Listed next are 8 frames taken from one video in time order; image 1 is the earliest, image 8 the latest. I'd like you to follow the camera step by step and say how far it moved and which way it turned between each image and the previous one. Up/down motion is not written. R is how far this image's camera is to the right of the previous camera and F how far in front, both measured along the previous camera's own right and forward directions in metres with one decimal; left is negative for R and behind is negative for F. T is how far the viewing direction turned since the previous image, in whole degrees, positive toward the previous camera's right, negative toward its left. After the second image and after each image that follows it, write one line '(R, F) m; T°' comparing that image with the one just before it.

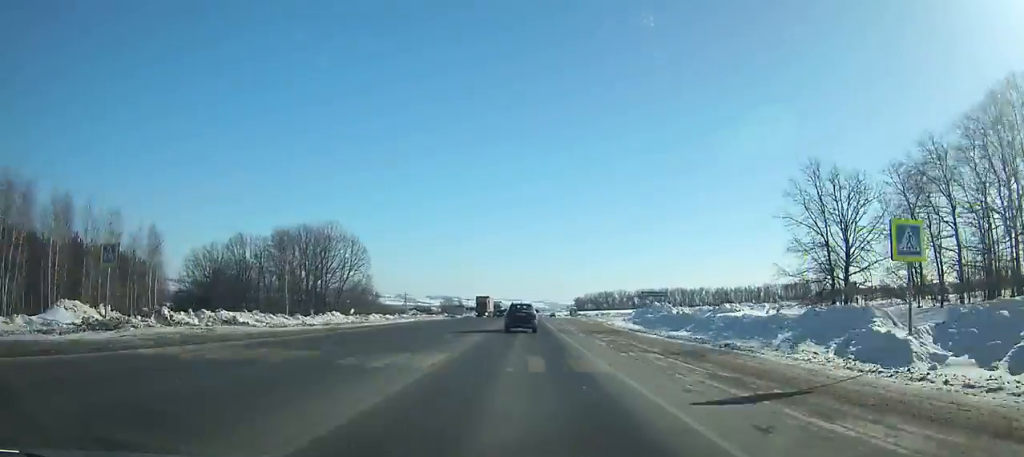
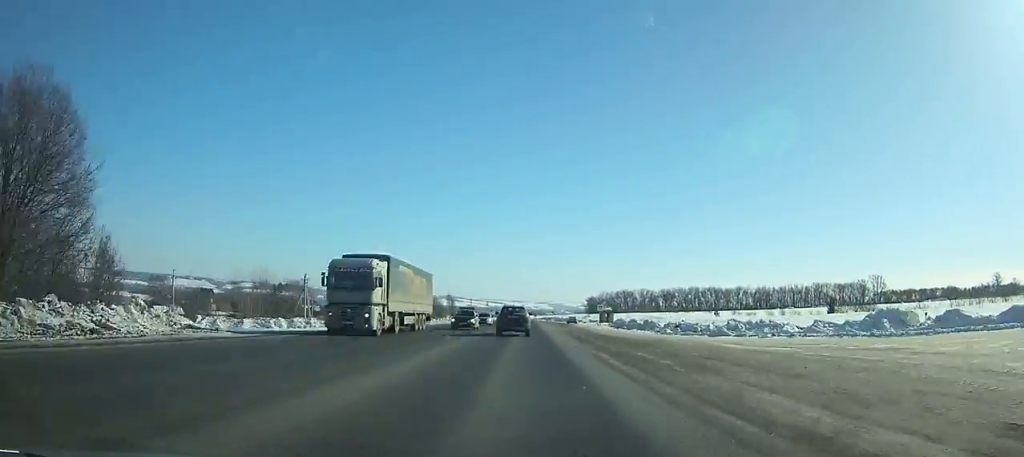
(+0.2, +69.6) m; 0°
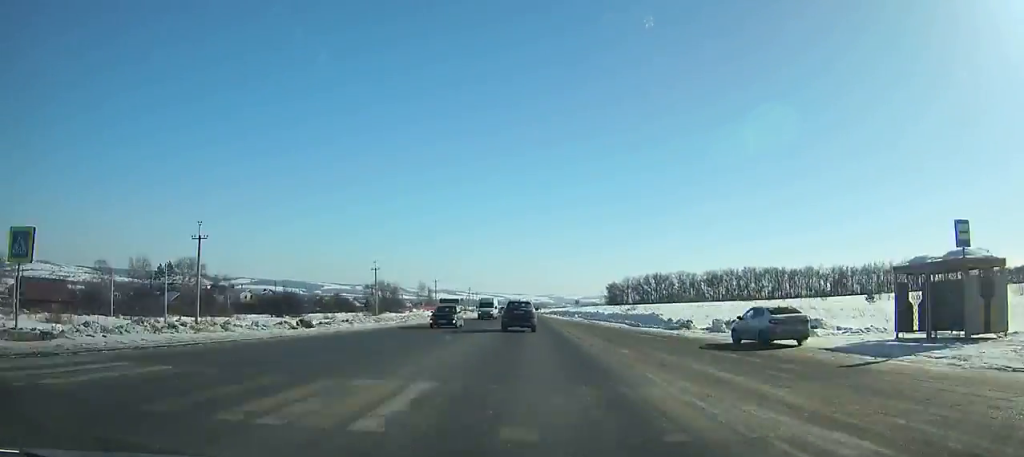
(-0.5, +90.7) m; 0°
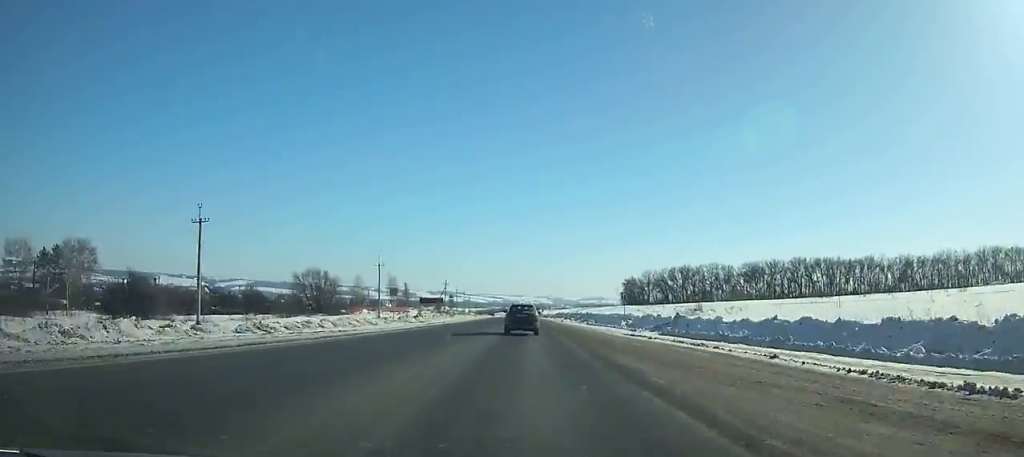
(0.0, +52.9) m; 0°
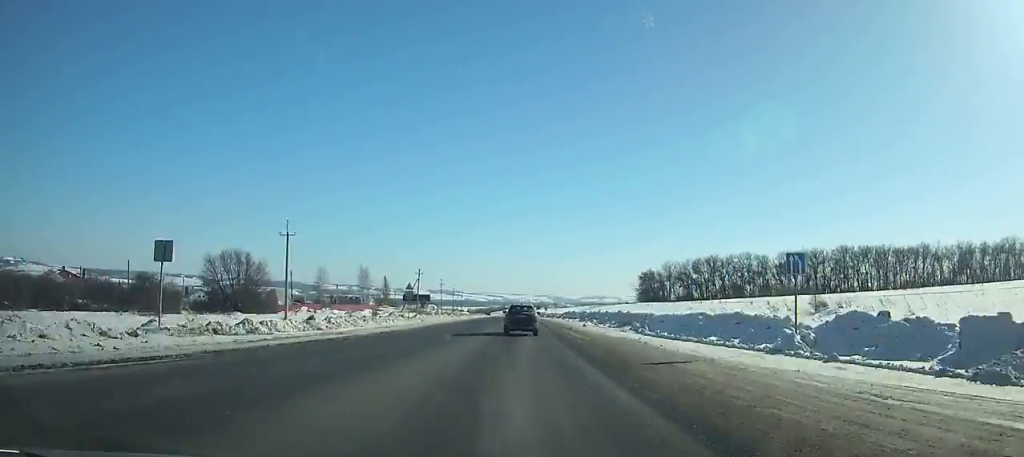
(+0.1, +34.1) m; 0°
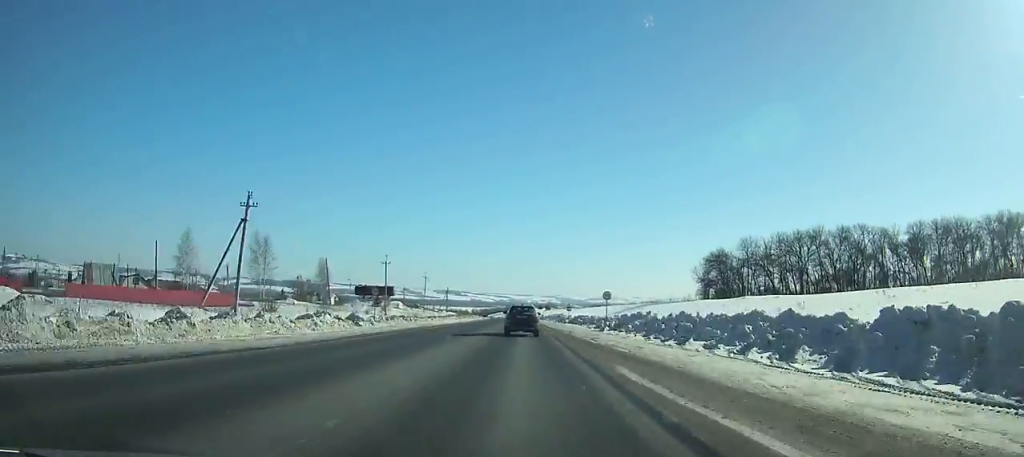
(0.0, +66.5) m; 0°
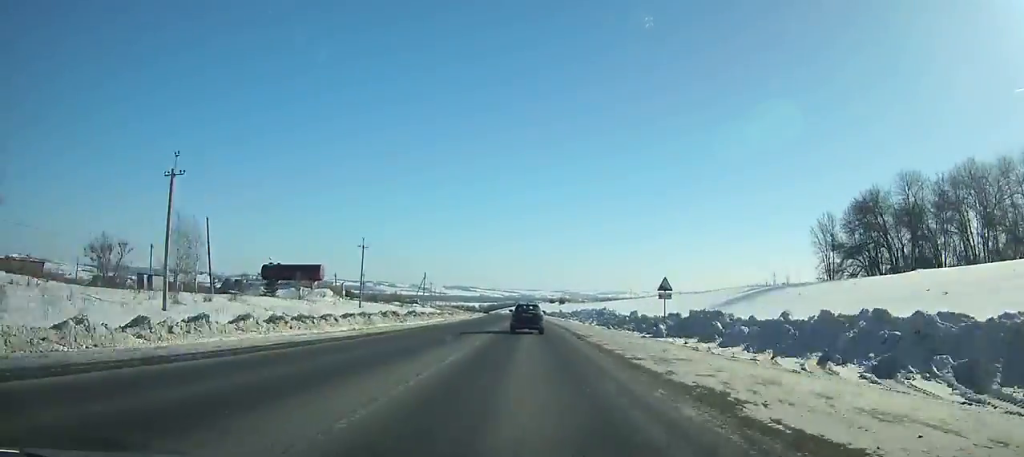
(-0.2, +58.5) m; 0°
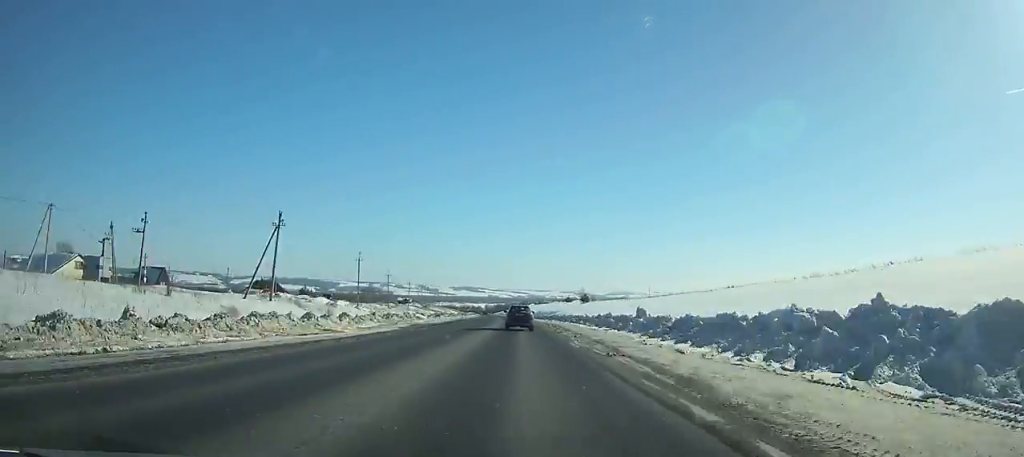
(-0.7, +88.1) m; -2°
